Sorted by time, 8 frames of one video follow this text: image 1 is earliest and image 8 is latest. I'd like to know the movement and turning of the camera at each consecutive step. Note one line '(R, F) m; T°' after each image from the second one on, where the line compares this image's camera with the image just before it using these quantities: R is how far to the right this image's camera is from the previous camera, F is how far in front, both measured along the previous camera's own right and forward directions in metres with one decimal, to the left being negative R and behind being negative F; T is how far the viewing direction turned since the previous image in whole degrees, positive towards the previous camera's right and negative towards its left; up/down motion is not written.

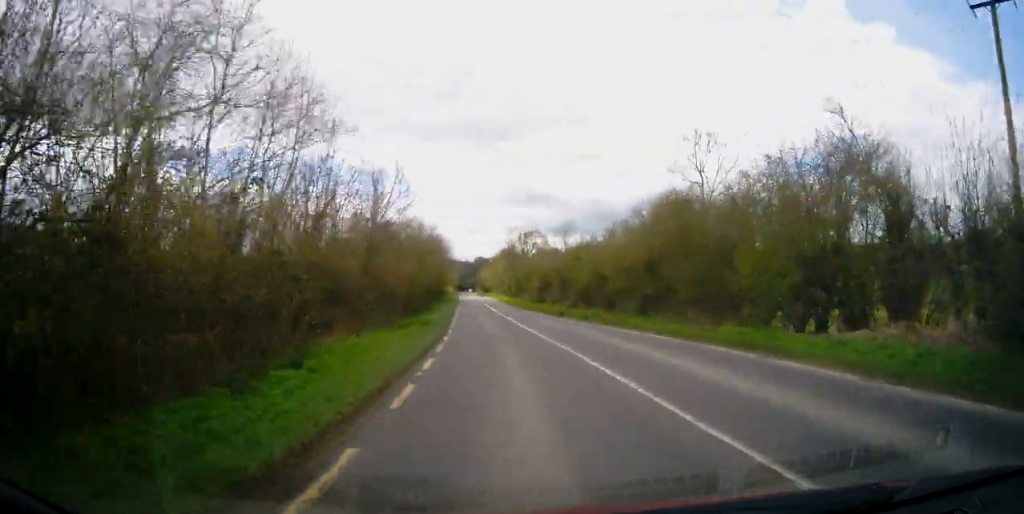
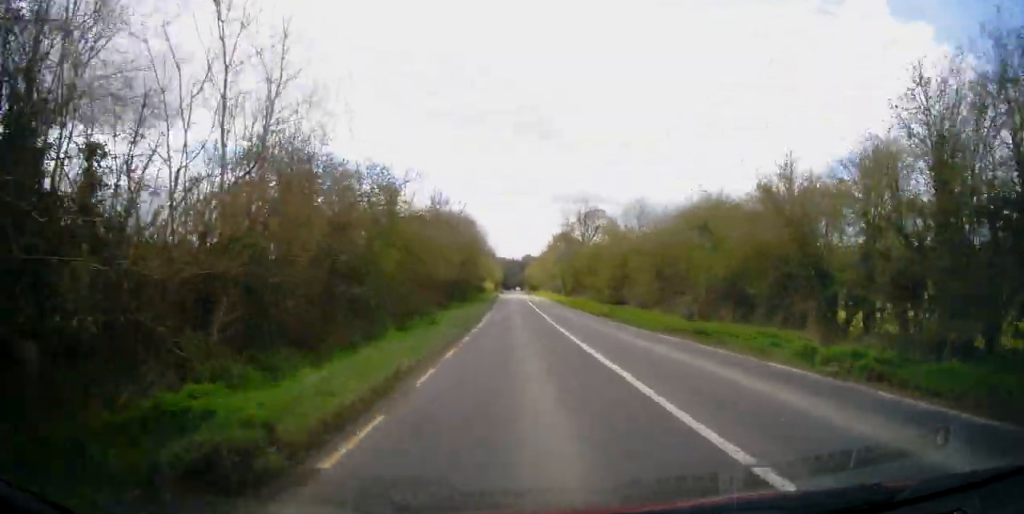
(-1.7, +22.3) m; -6°
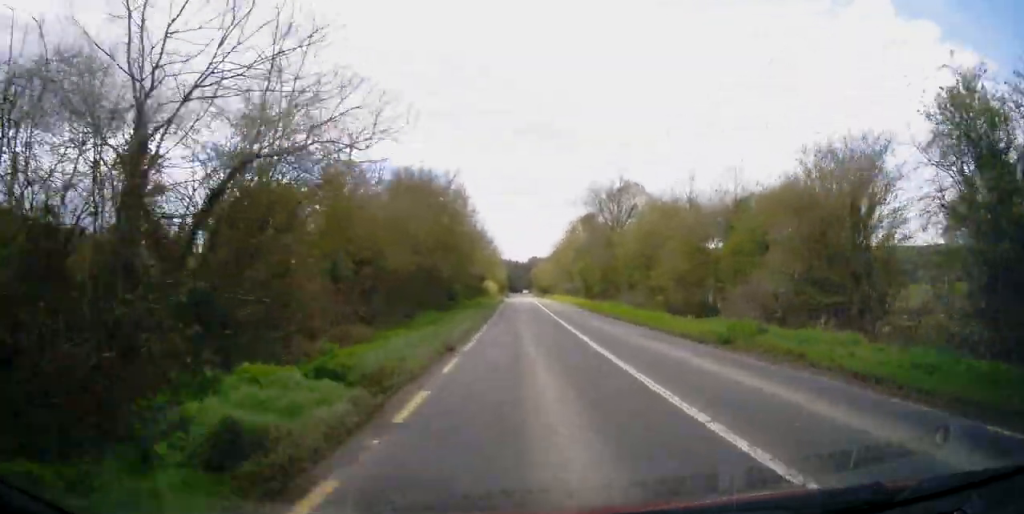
(-0.4, +17.9) m; -1°
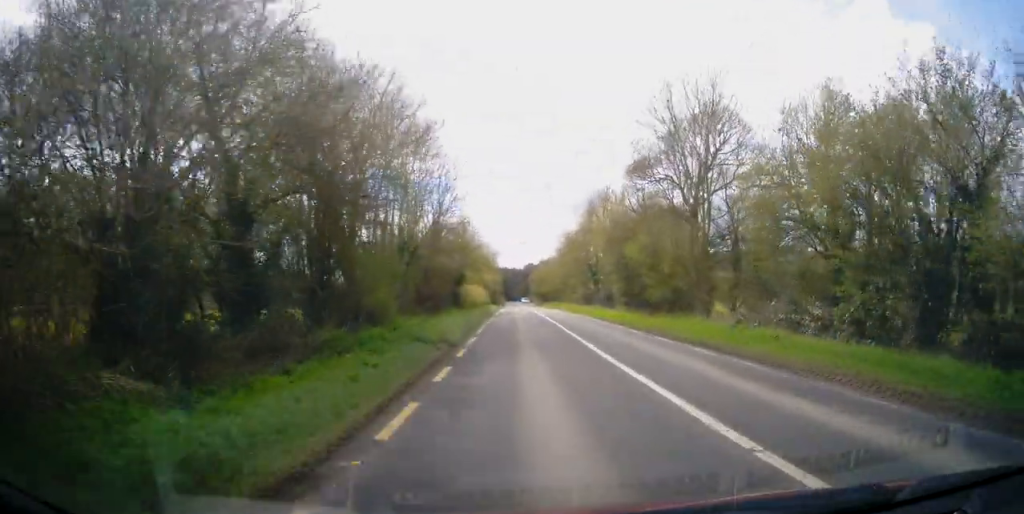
(+0.3, +24.1) m; 0°
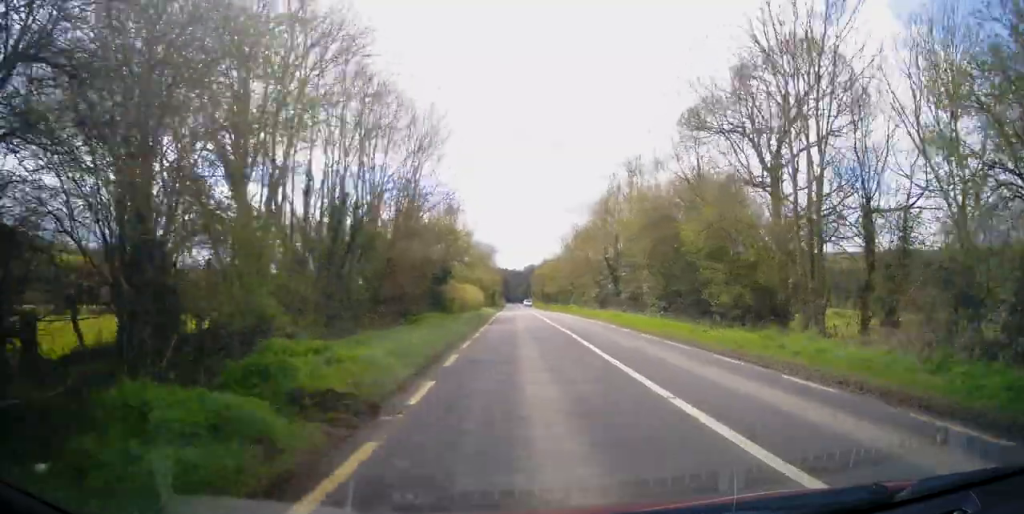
(+0.2, +9.9) m; -1°
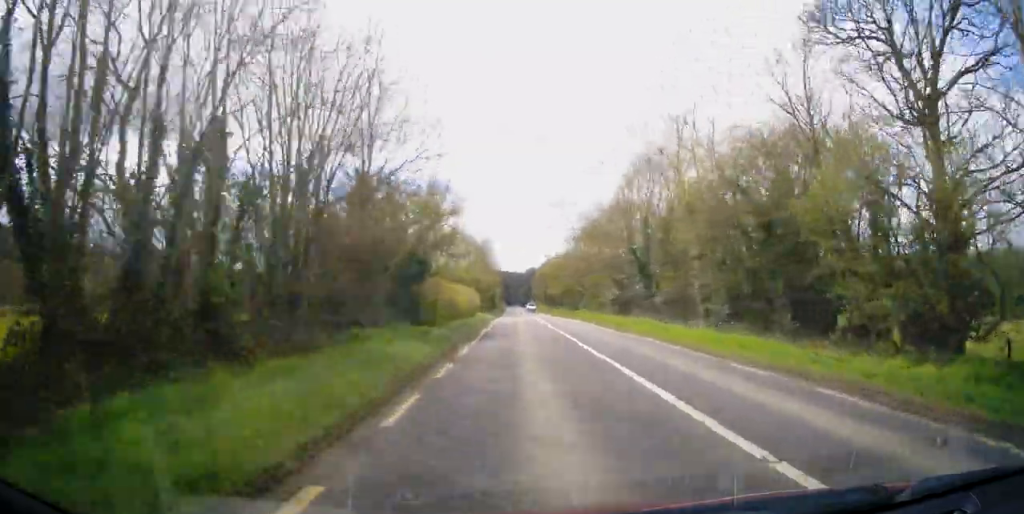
(-0.4, +9.4) m; -1°
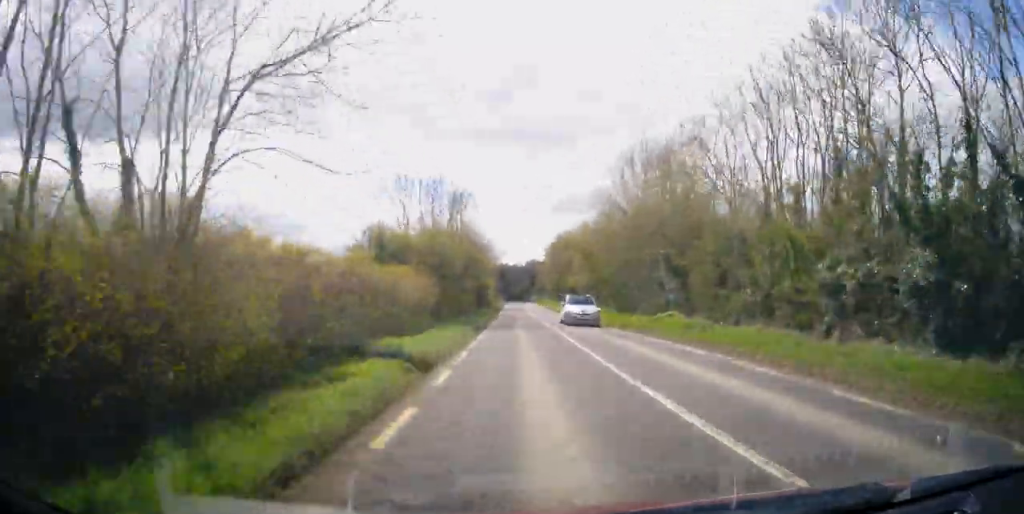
(-0.2, +32.2) m; +1°
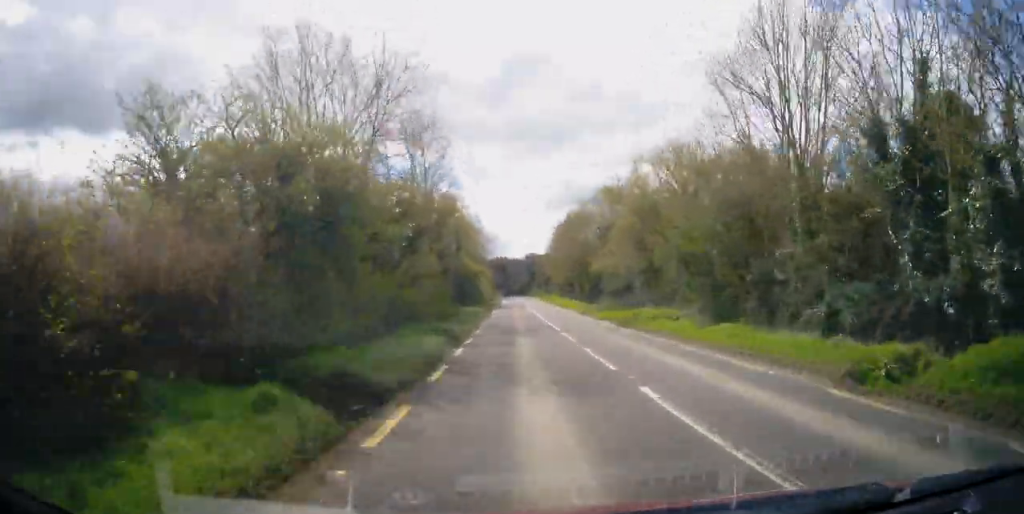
(+0.2, +19.7) m; 0°
